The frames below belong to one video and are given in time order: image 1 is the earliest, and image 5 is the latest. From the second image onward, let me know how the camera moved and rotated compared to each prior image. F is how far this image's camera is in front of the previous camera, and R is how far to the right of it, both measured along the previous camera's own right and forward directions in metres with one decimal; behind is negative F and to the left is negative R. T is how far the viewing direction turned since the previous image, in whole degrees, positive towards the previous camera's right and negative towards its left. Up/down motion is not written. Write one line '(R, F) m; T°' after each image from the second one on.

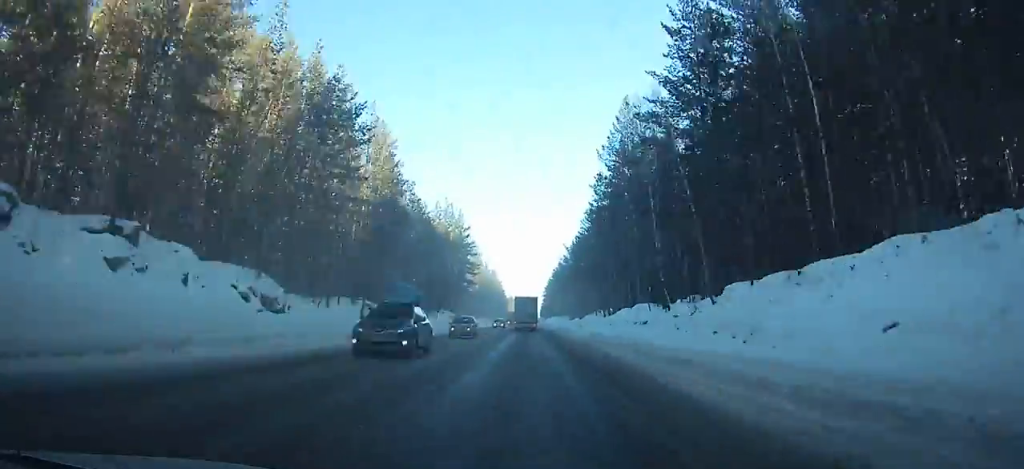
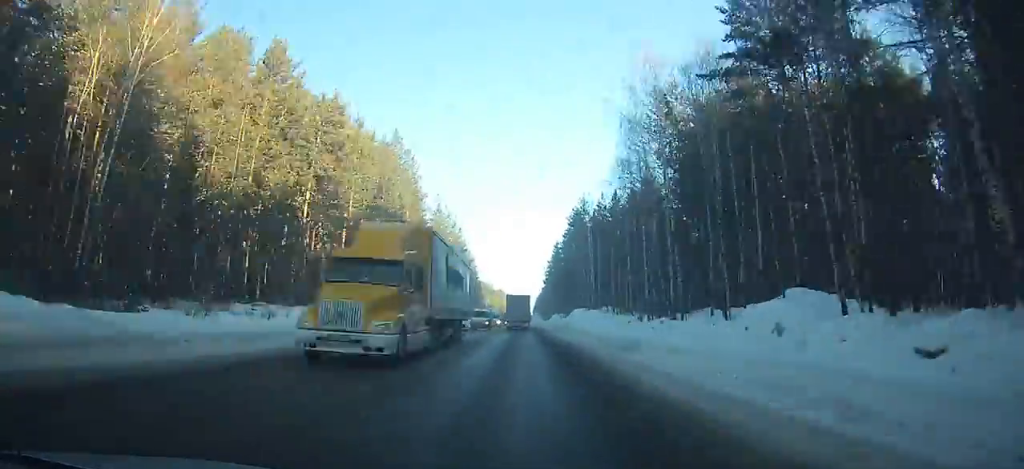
(+0.4, +104.0) m; 0°
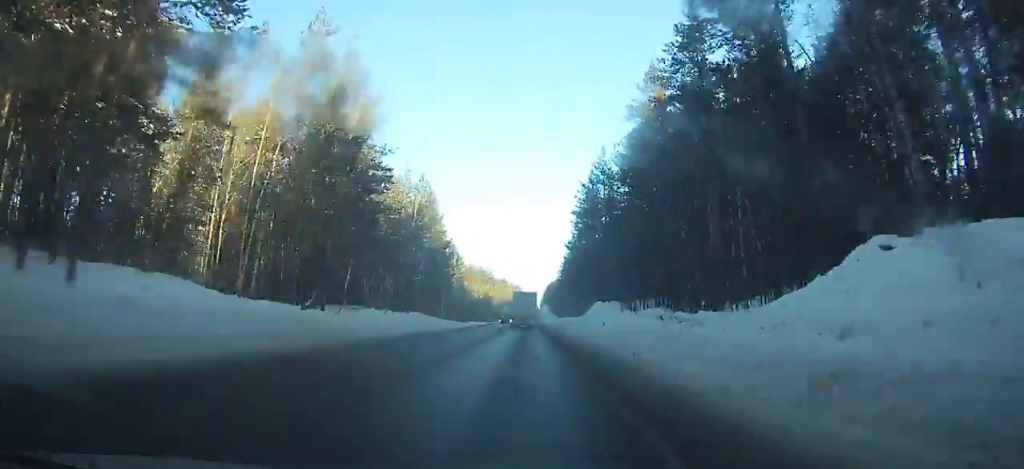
(-0.5, +71.9) m; 0°
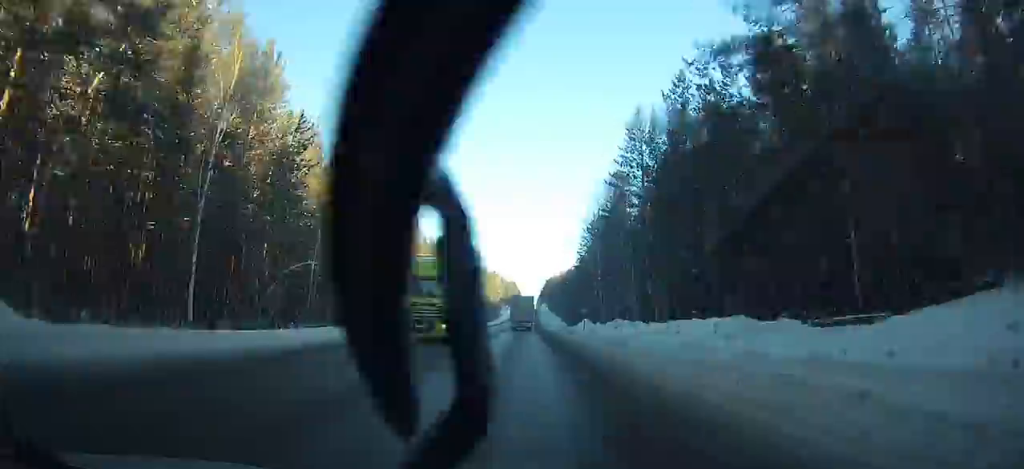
(+0.5, +79.3) m; +1°
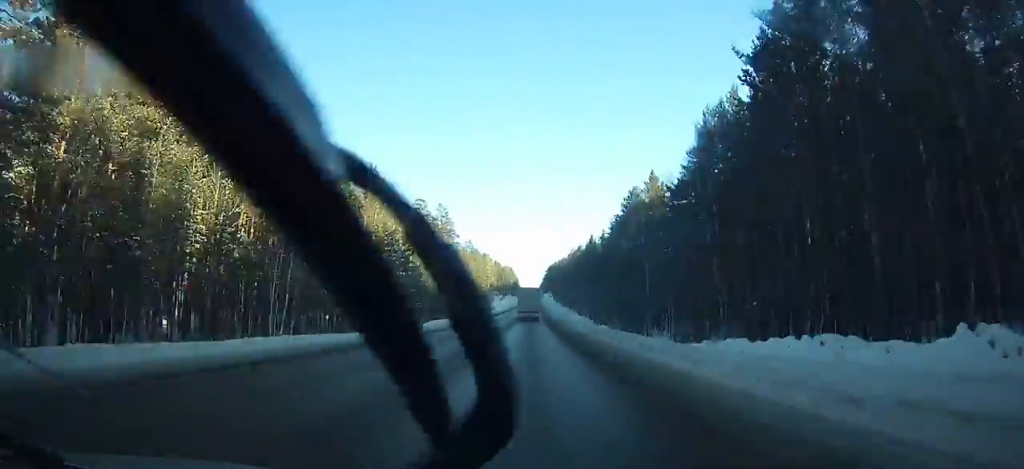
(+0.8, +75.0) m; +1°
